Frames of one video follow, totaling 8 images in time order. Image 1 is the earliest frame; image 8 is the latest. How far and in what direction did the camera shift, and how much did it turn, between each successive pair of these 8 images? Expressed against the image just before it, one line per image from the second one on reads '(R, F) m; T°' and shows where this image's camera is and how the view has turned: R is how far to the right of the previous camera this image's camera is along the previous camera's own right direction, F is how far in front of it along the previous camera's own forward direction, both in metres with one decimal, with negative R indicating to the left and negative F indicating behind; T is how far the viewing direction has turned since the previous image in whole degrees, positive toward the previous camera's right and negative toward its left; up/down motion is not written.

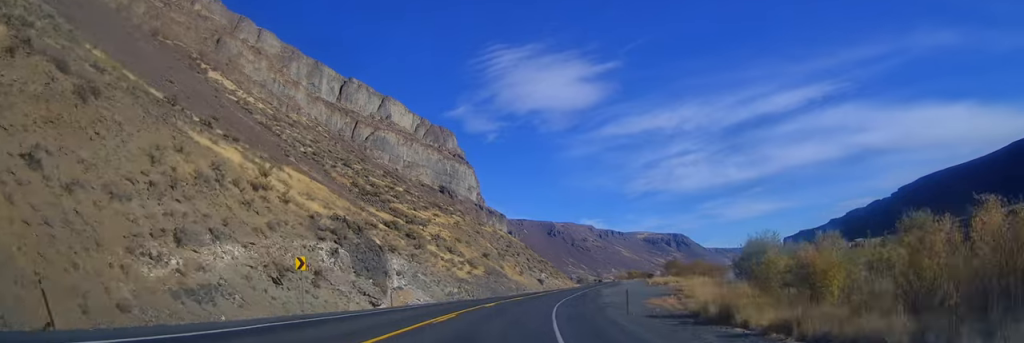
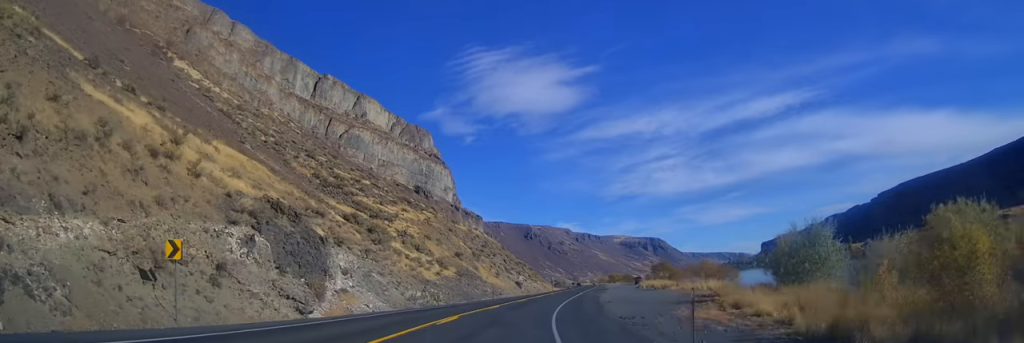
(-0.1, +11.4) m; +2°
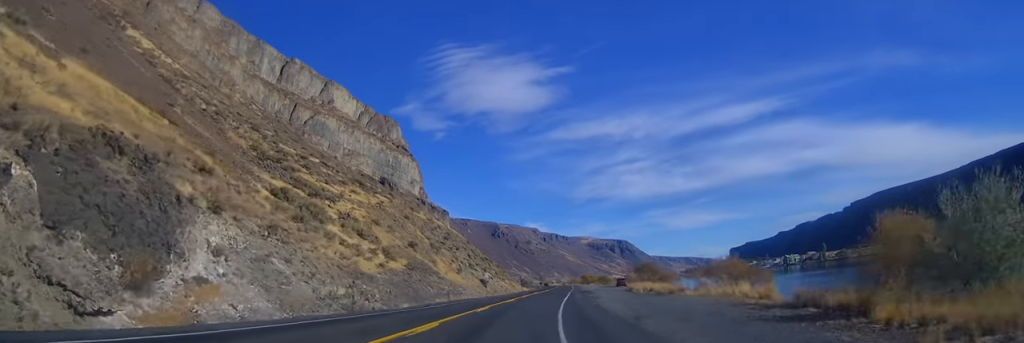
(+0.7, +16.9) m; +4°
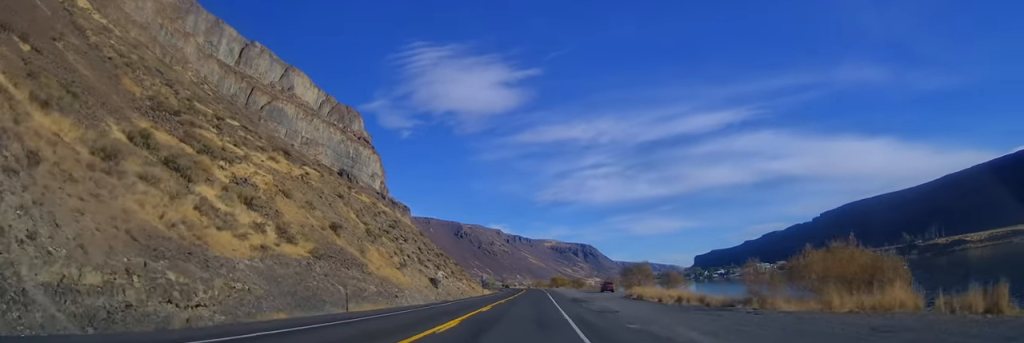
(+1.2, +23.4) m; +5°
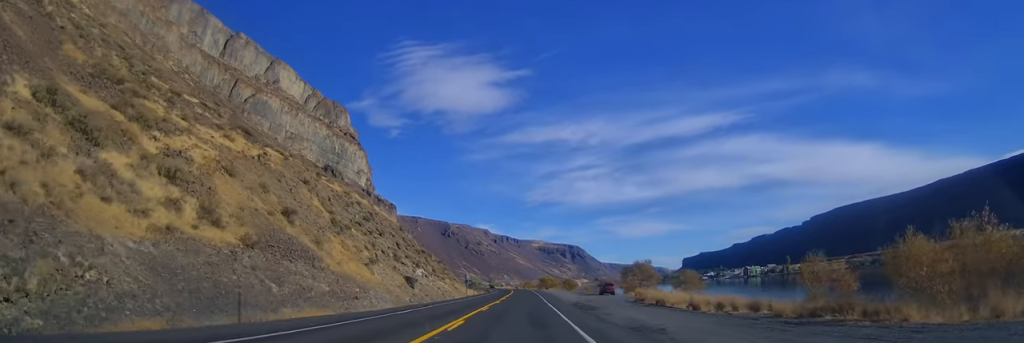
(+0.4, +10.9) m; +2°
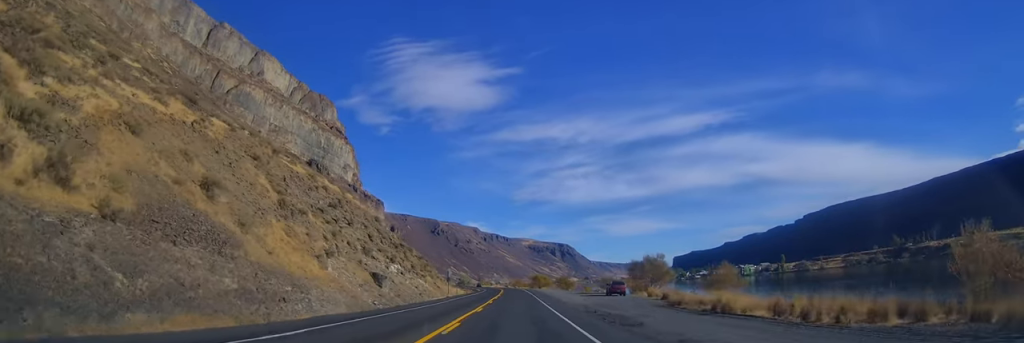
(+0.3, +13.6) m; +2°
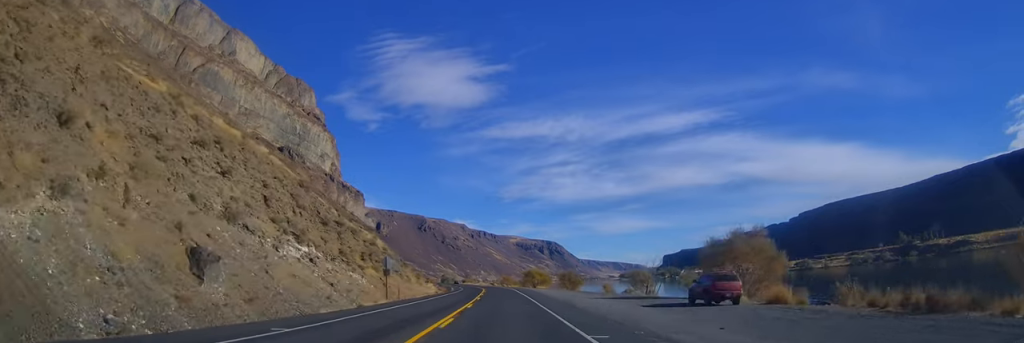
(+0.6, +35.7) m; +1°
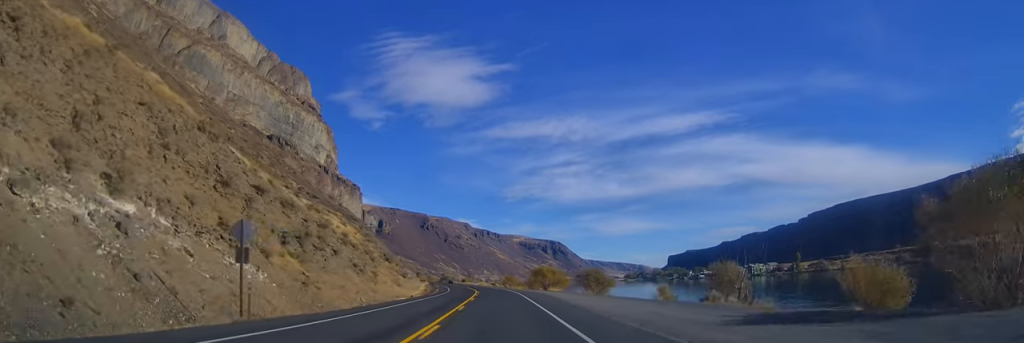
(0.0, +27.6) m; 0°
